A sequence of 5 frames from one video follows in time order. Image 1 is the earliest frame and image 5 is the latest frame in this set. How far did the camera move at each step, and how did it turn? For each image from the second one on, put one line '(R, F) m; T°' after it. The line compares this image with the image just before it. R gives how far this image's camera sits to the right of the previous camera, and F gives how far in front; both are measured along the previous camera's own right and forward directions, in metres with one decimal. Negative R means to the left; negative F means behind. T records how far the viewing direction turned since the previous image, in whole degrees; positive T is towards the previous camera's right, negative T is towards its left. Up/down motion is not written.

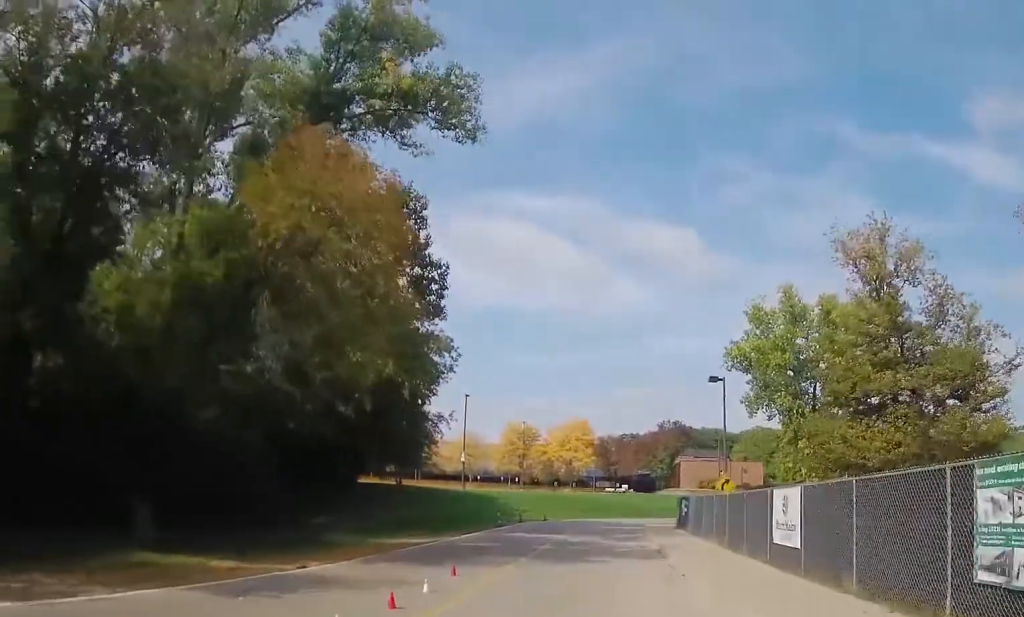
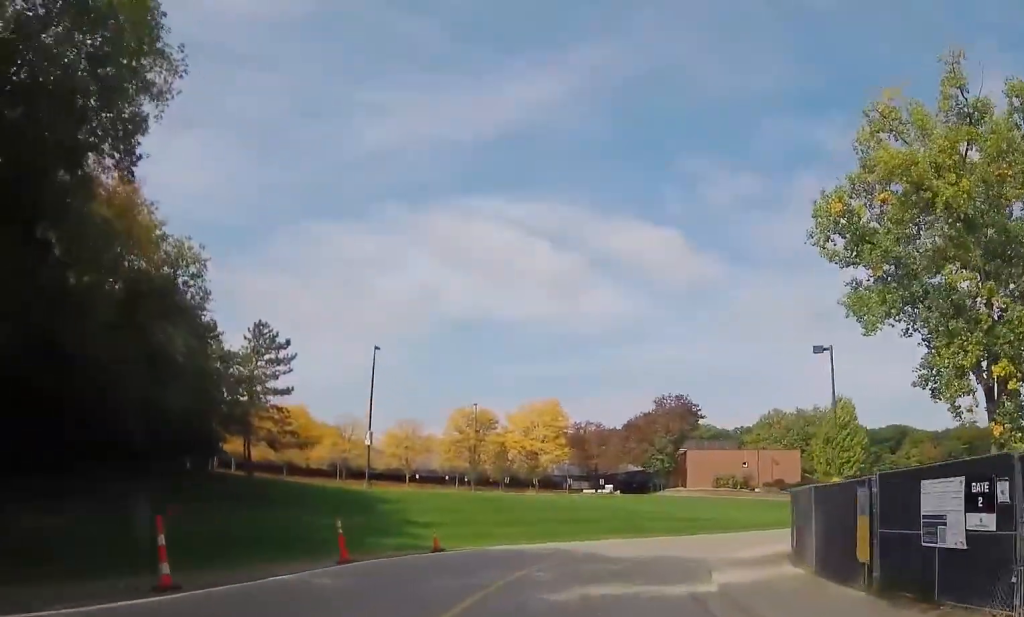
(+0.3, +31.8) m; +3°
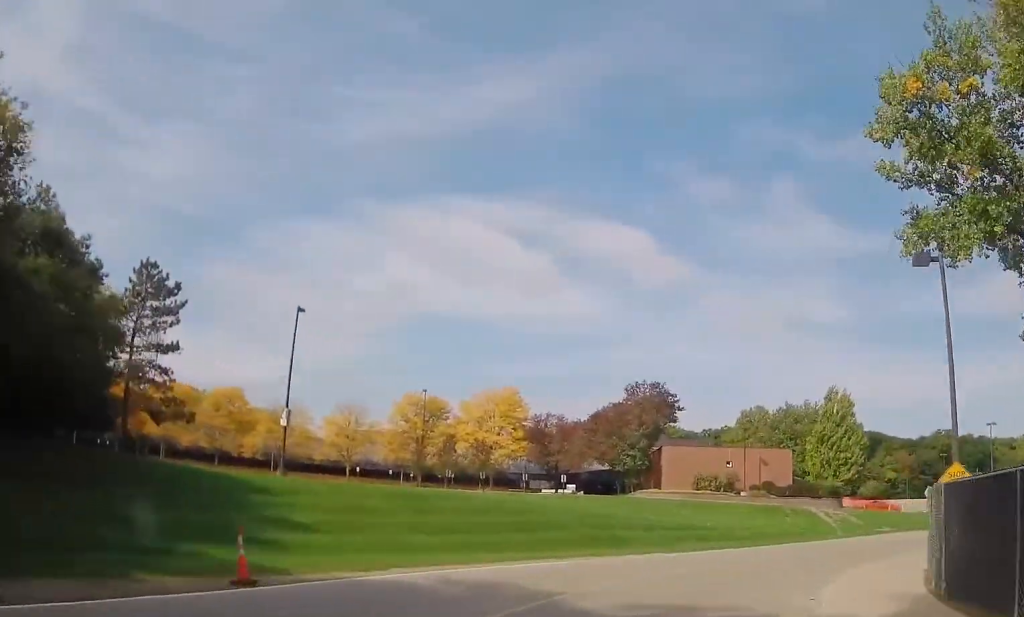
(-0.5, +10.9) m; -1°
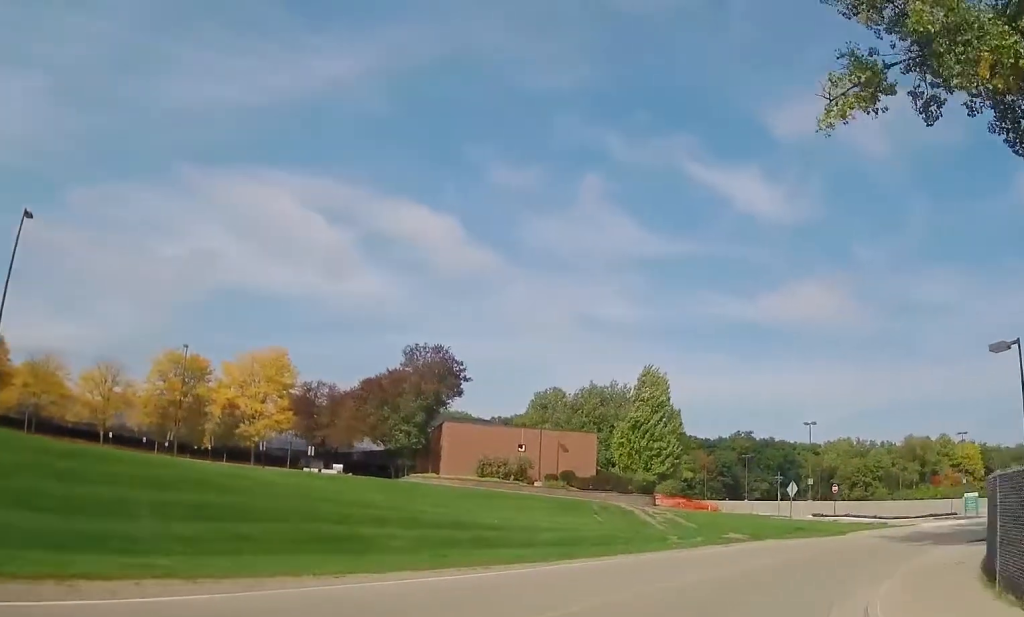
(+0.6, +11.7) m; +10°
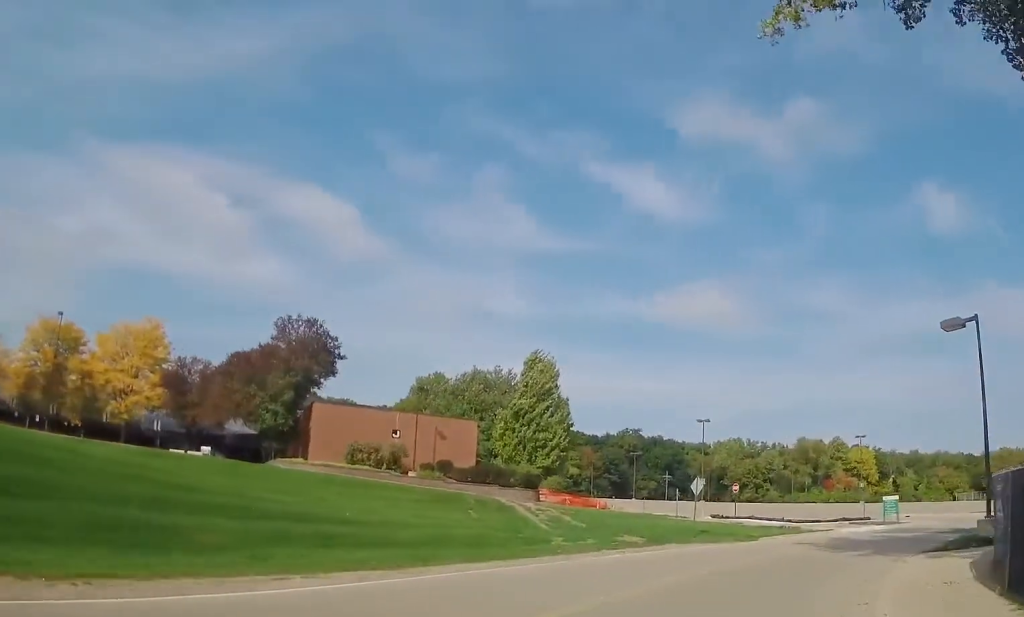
(+0.1, +4.7) m; +7°
